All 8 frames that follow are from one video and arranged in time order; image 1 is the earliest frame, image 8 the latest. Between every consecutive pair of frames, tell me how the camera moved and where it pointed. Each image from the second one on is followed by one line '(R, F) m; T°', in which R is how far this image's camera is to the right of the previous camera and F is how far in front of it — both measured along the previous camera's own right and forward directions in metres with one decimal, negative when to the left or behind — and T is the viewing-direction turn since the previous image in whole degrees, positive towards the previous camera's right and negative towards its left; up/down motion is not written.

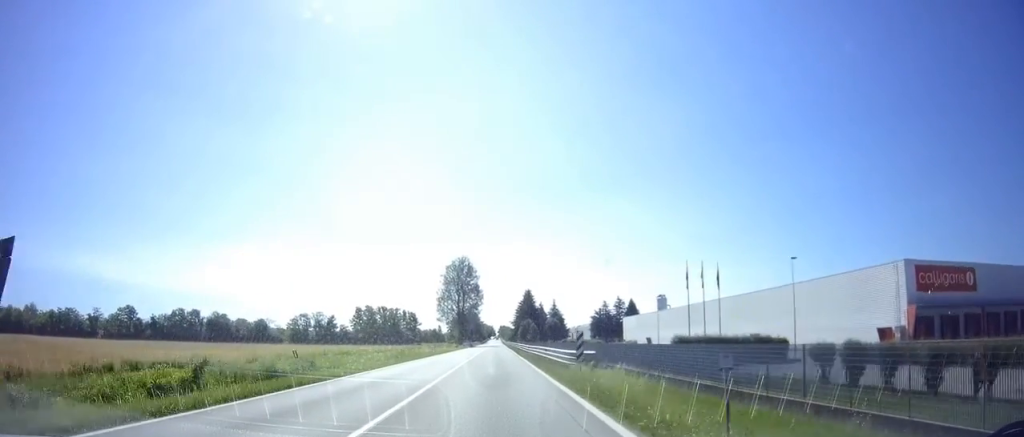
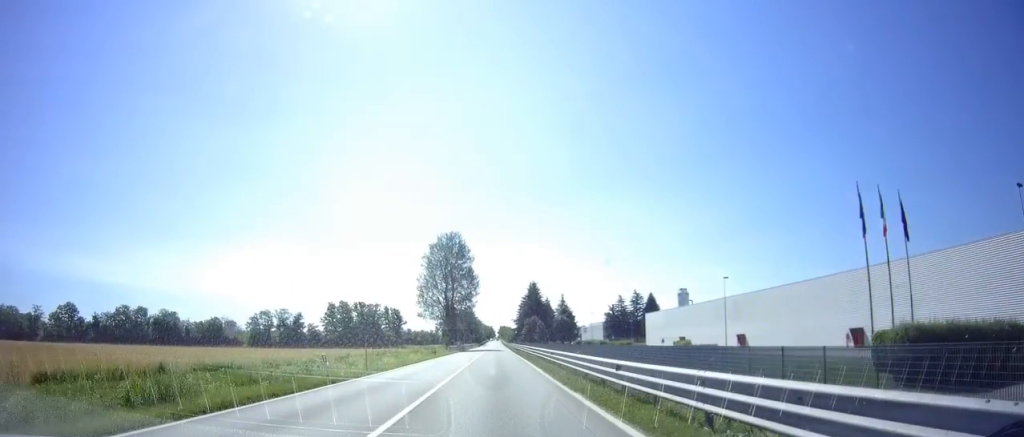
(+0.6, +29.6) m; +2°
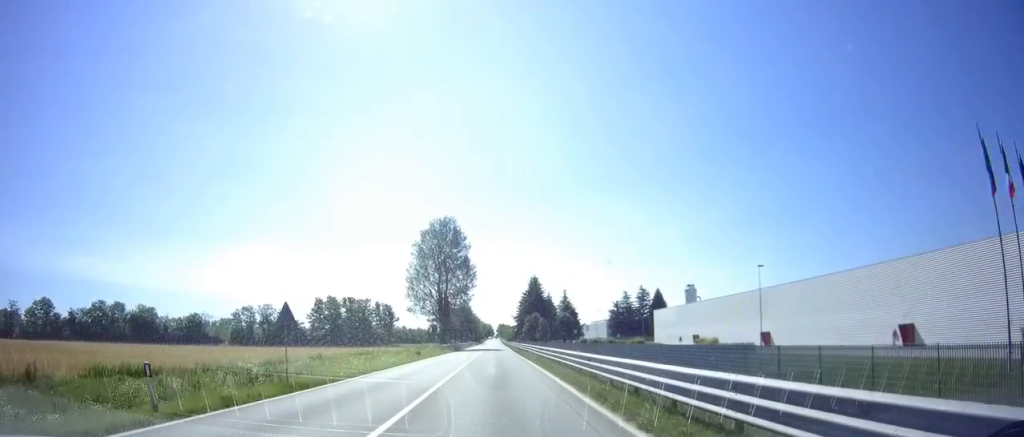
(-0.1, +10.3) m; 0°
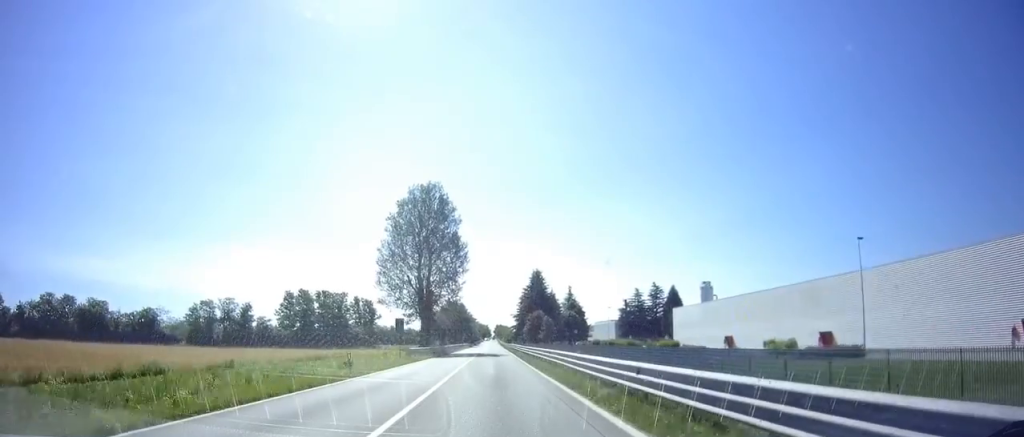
(-0.1, +17.7) m; 0°
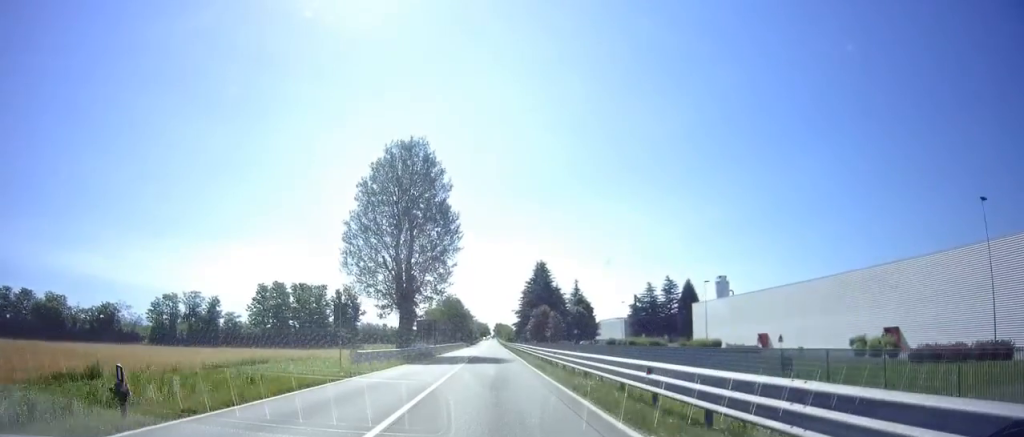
(0.0, +13.7) m; 0°
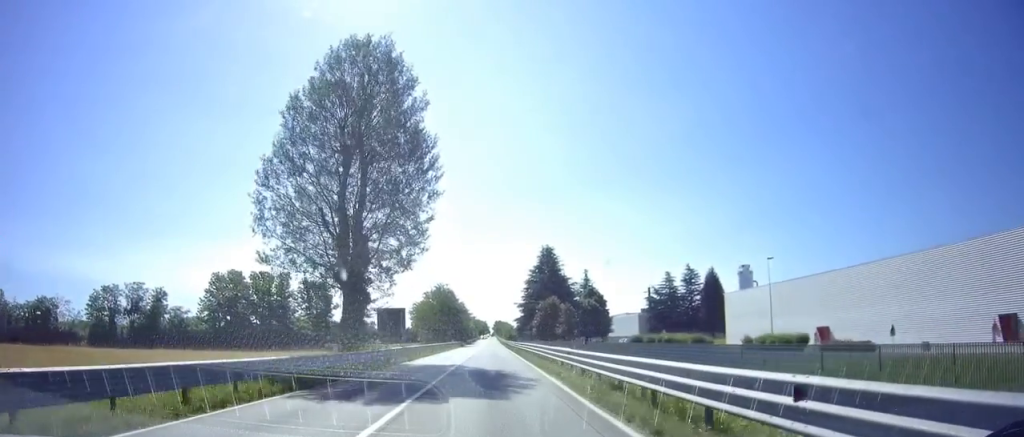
(+0.1, +18.3) m; +1°
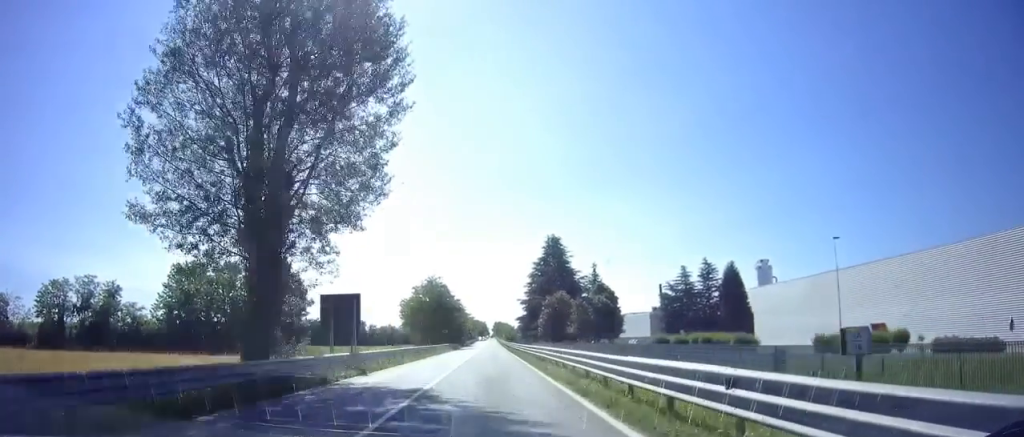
(-0.1, +12.1) m; 0°
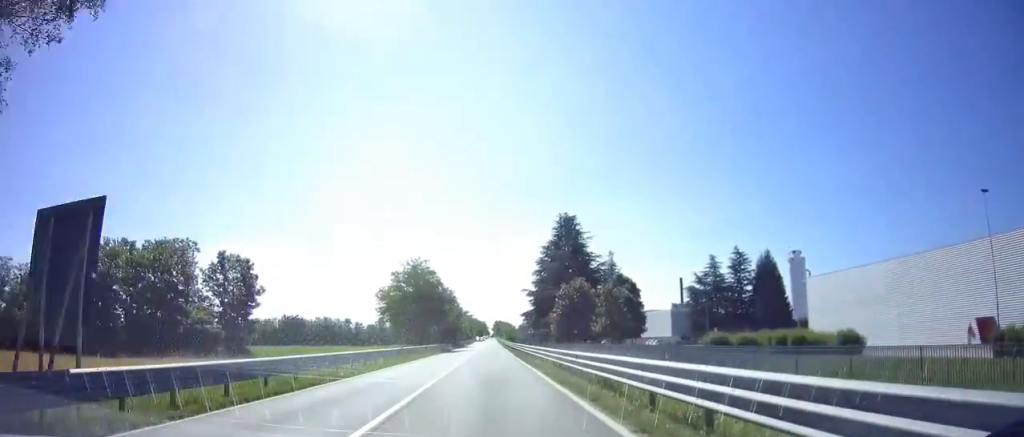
(+0.3, +17.1) m; 0°
